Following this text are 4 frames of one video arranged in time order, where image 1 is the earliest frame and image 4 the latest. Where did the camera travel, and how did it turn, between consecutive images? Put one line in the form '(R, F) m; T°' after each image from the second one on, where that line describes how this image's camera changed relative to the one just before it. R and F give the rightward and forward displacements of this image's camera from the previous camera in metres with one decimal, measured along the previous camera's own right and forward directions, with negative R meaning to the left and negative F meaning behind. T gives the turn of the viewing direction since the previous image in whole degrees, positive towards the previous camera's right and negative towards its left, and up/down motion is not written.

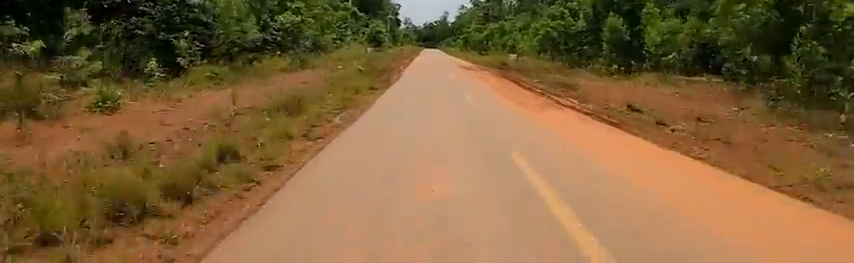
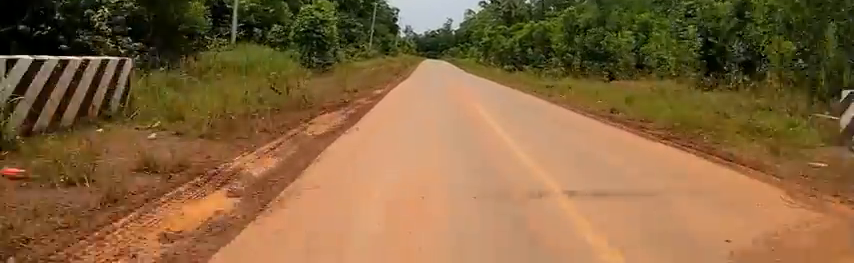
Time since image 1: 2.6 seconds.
(-1.0, +33.3) m; -1°
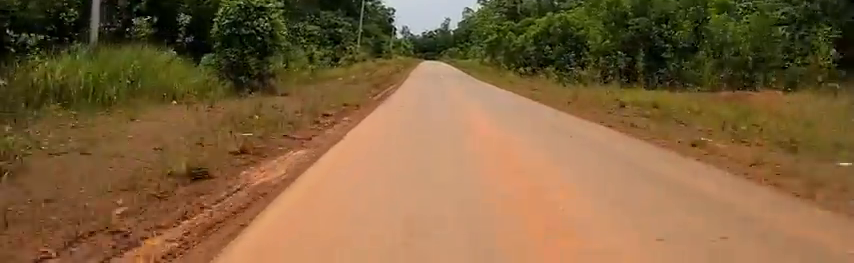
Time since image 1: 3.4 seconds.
(+0.3, +9.5) m; -1°
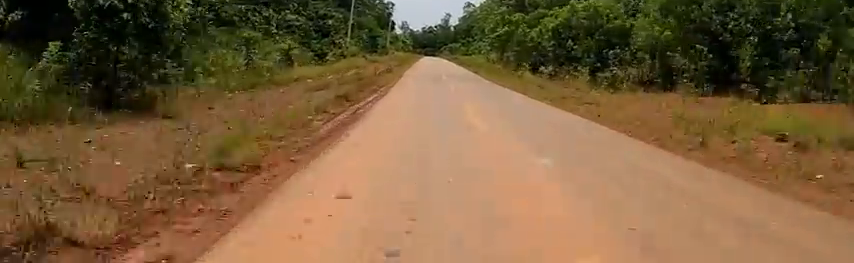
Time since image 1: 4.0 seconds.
(-0.6, +7.9) m; -1°
